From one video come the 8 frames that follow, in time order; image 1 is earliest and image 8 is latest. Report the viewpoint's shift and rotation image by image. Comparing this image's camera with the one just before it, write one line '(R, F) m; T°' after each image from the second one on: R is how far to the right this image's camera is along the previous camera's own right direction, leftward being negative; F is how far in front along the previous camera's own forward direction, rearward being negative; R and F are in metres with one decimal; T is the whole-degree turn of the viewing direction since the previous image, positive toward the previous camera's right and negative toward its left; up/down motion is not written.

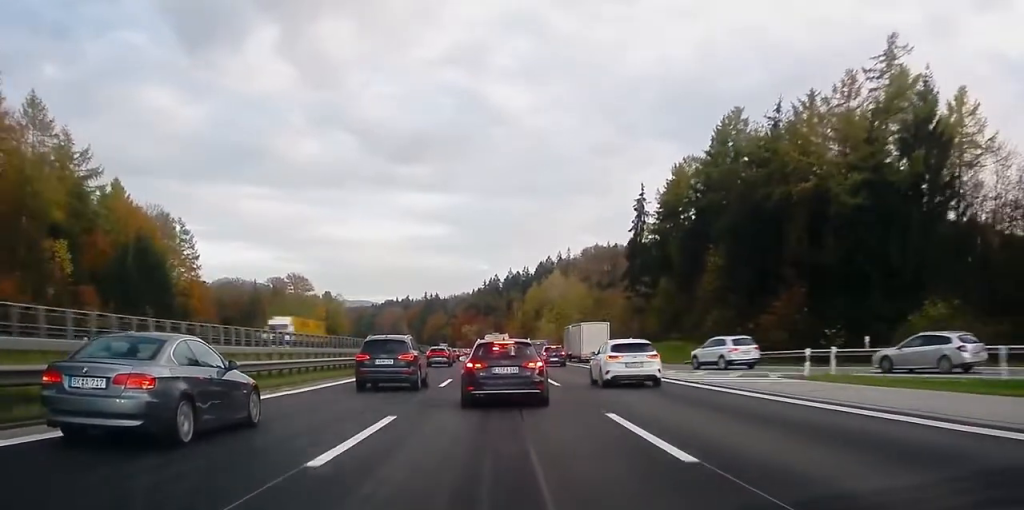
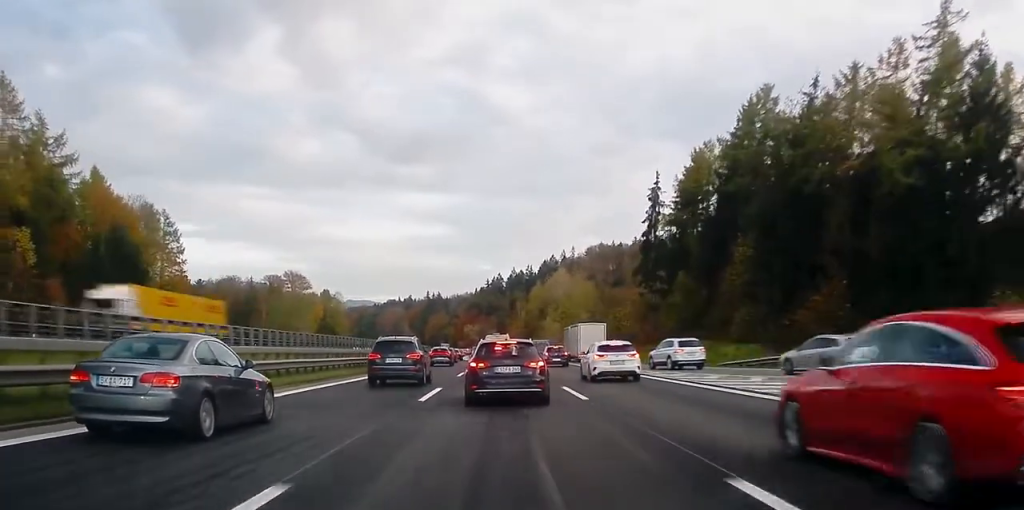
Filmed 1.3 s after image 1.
(-0.1, +7.9) m; 0°
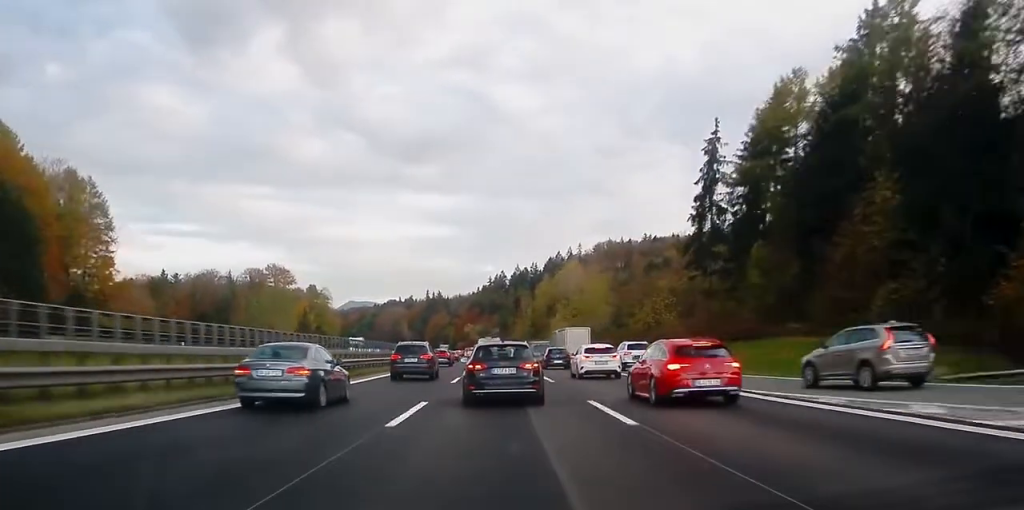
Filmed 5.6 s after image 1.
(-0.1, +25.2) m; -5°
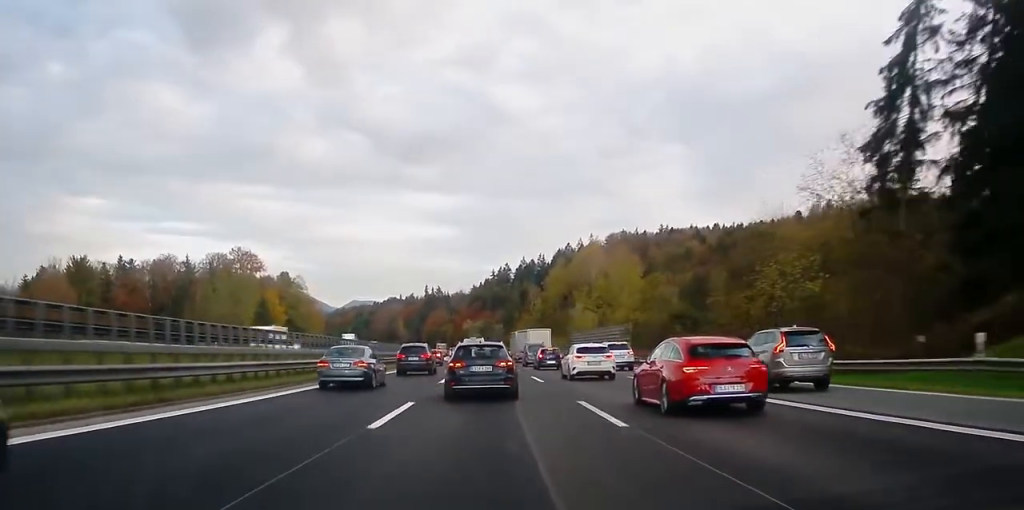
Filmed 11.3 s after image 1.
(+1.2, +36.4) m; +11°
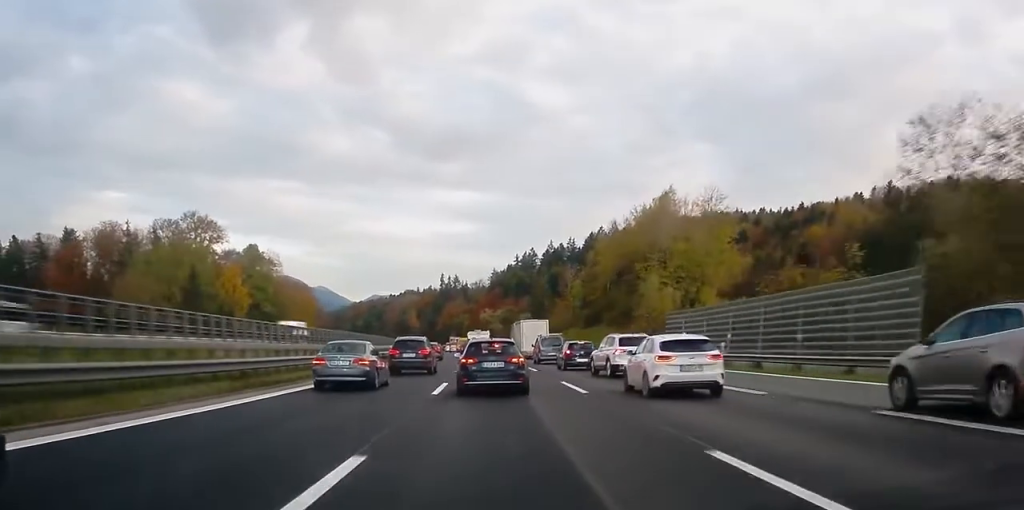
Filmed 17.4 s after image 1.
(+1.4, +40.9) m; -9°
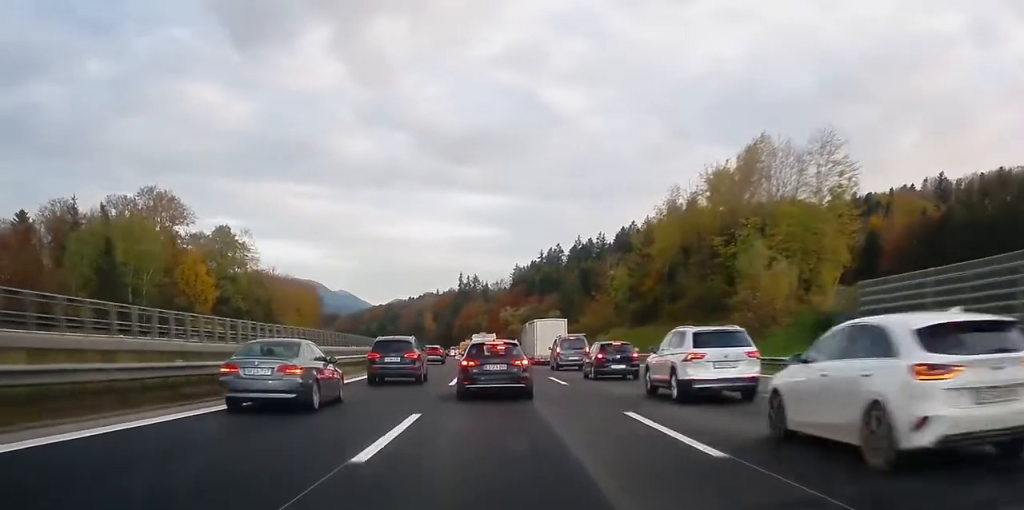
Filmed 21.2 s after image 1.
(-3.6, +27.0) m; -5°
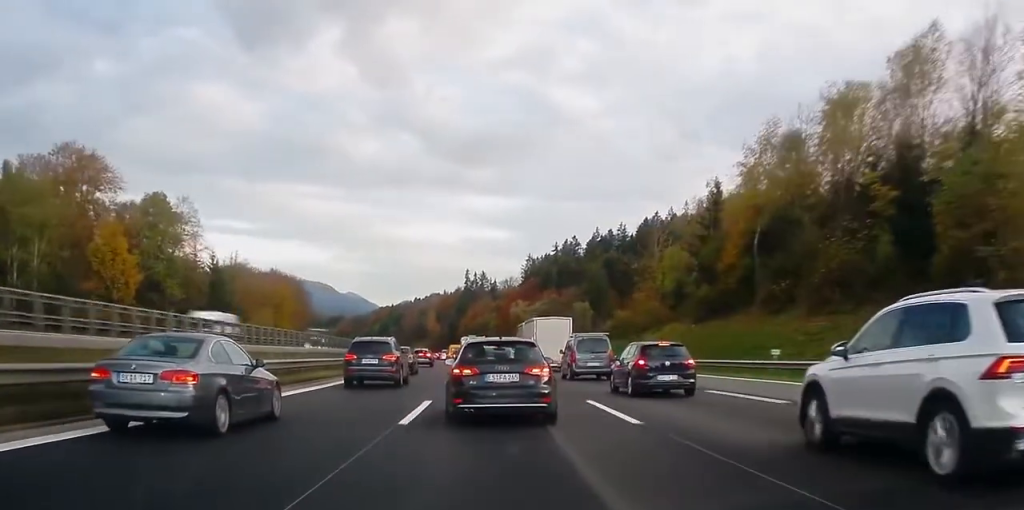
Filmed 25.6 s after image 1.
(+2.0, +29.3) m; +6°
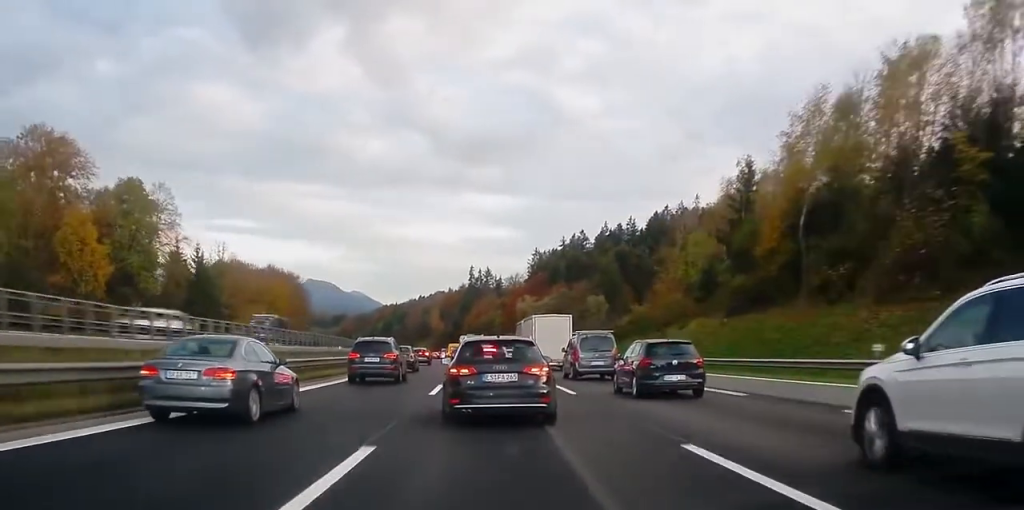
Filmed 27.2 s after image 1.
(+0.7, +10.5) m; +1°
